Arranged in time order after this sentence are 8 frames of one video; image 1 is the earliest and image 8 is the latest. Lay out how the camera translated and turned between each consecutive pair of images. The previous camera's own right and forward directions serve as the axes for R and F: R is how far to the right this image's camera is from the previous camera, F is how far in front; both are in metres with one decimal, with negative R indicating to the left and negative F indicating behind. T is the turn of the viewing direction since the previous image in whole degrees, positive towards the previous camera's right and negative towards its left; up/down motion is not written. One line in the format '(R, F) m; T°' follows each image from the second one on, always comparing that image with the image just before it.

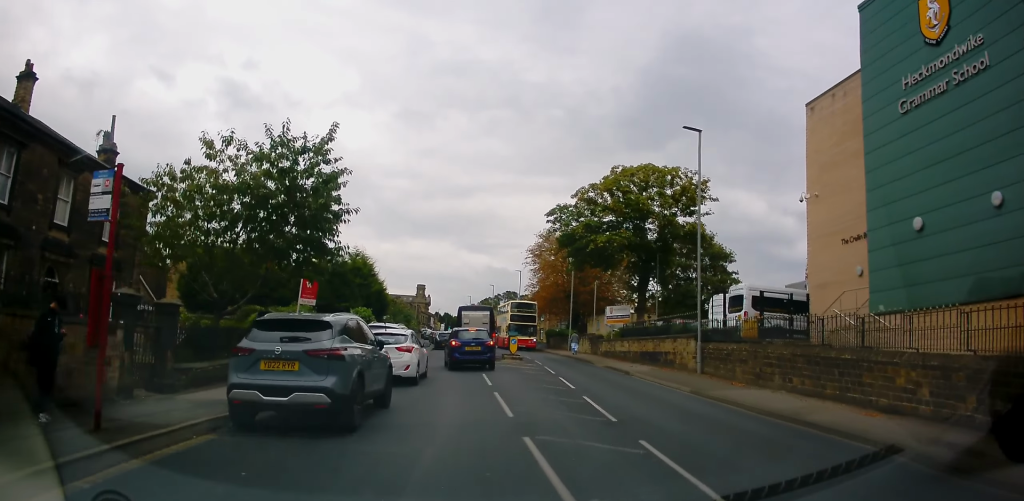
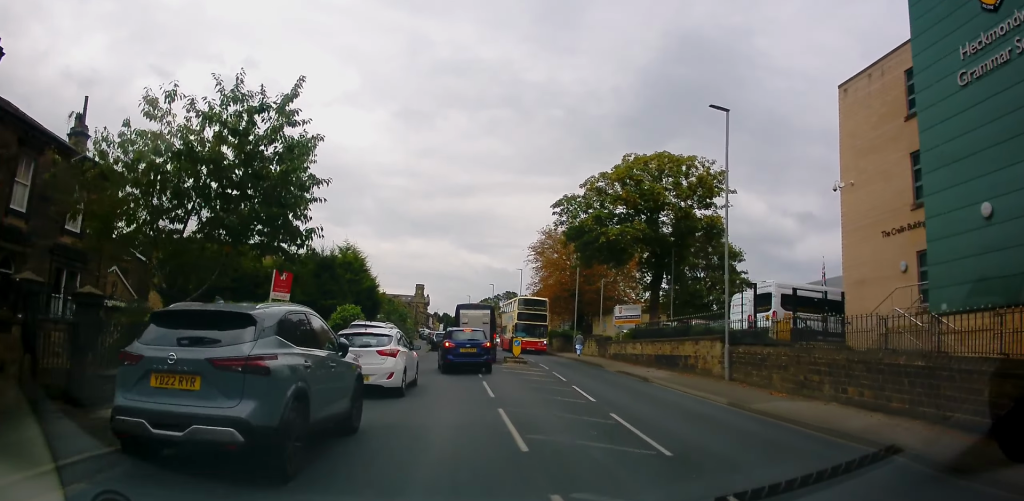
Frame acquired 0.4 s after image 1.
(0.0, +2.4) m; +1°
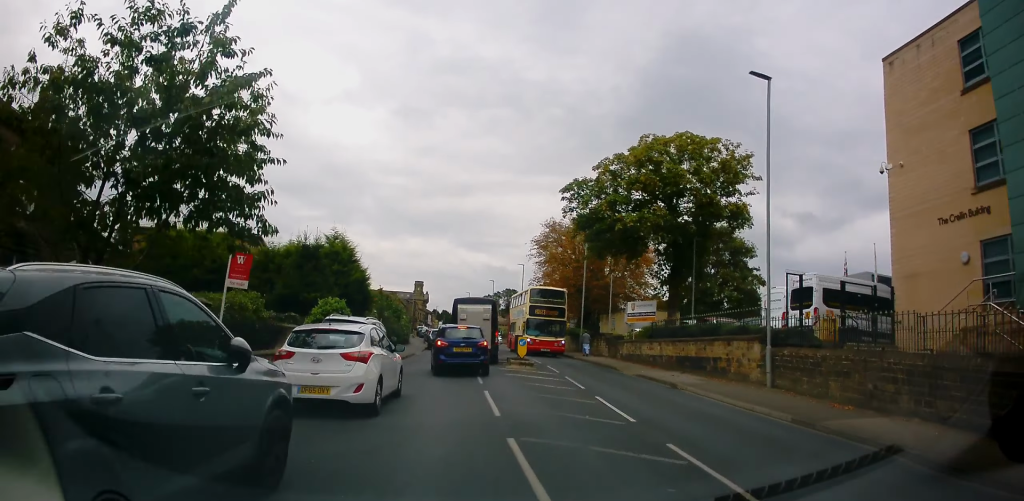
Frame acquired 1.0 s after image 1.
(0.0, +3.0) m; +1°
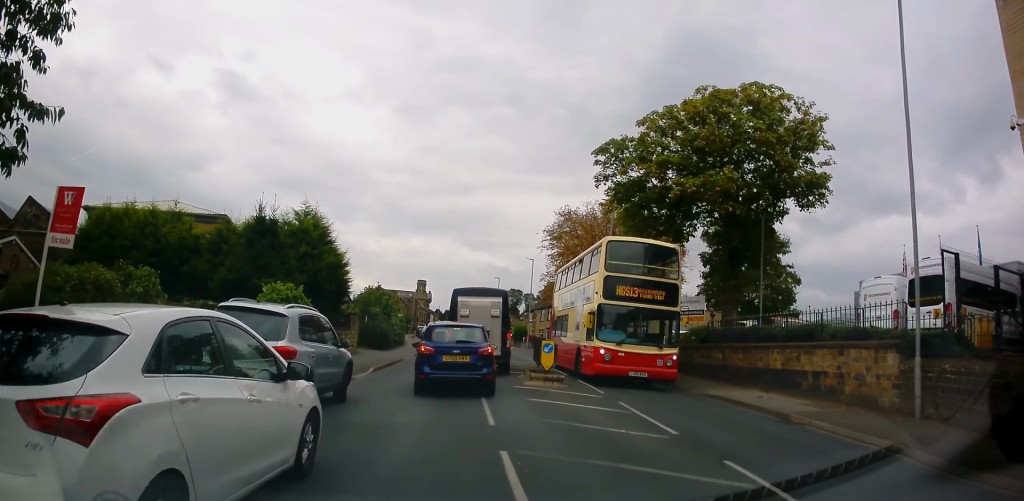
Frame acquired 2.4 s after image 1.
(+0.2, +6.1) m; +3°
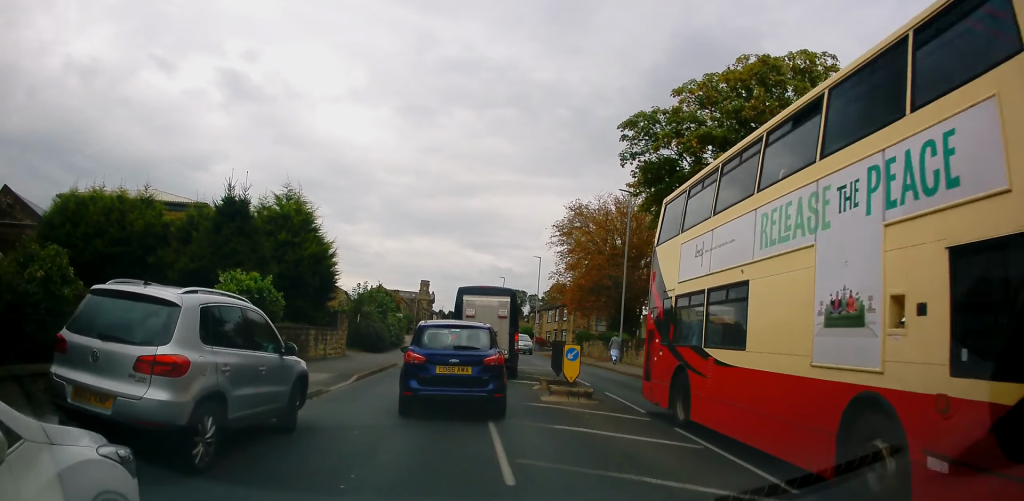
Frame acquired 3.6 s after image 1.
(+0.1, +3.6) m; +1°
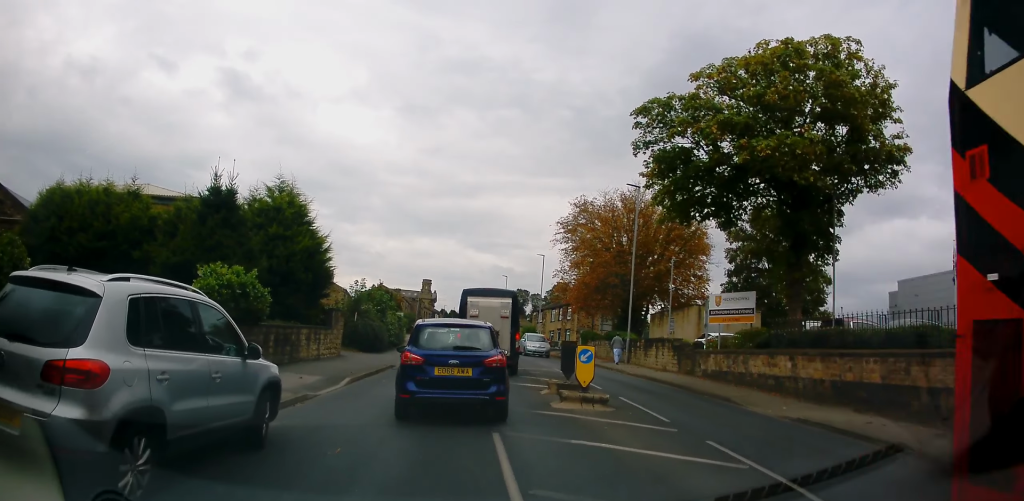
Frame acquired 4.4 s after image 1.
(0.0, +1.8) m; -2°
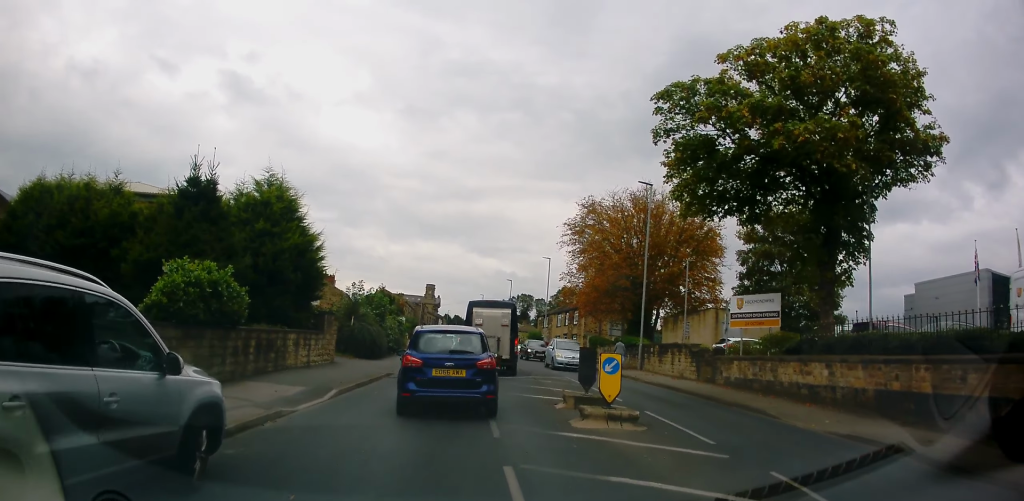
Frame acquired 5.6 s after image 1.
(-0.1, +2.5) m; -4°
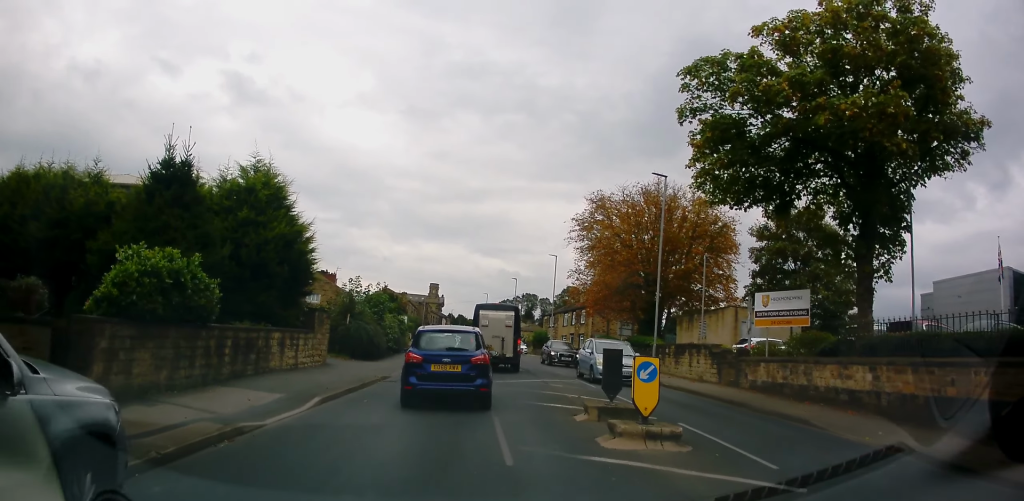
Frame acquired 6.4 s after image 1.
(0.0, +1.9) m; -2°
